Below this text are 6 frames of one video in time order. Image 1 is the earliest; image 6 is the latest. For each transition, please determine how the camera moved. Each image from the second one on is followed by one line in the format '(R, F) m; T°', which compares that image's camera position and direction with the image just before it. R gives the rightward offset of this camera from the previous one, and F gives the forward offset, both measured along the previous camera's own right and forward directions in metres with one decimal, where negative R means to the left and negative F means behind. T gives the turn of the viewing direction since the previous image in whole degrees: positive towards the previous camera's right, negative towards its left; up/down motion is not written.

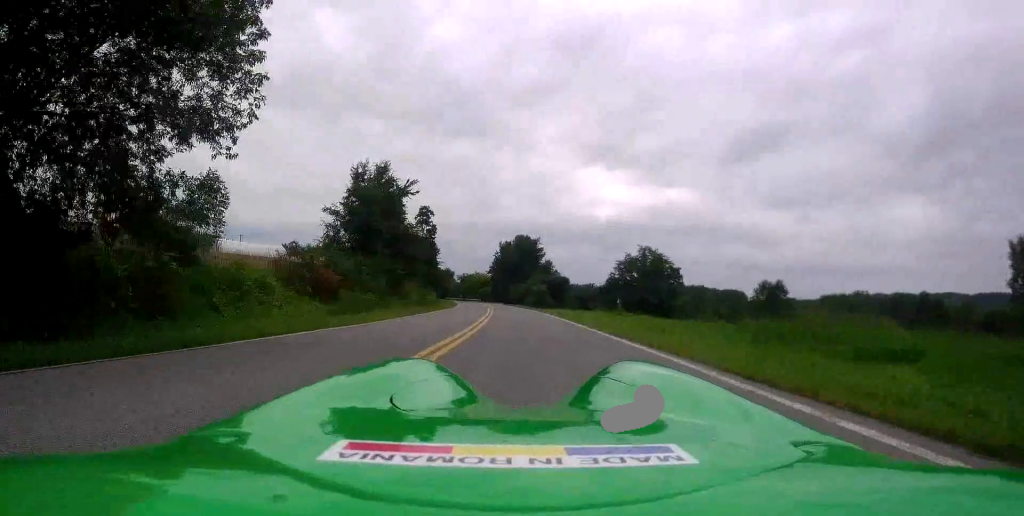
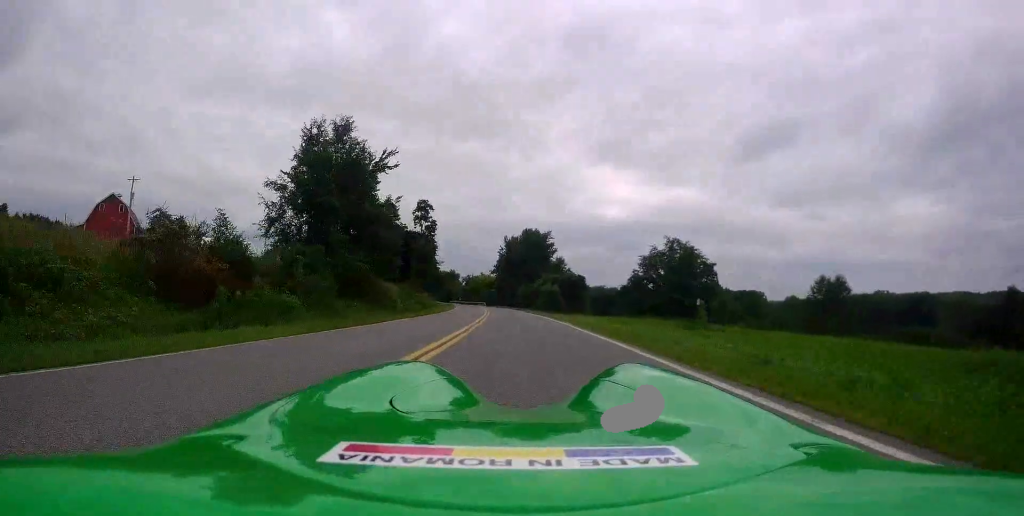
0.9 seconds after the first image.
(+0.2, +12.5) m; -1°
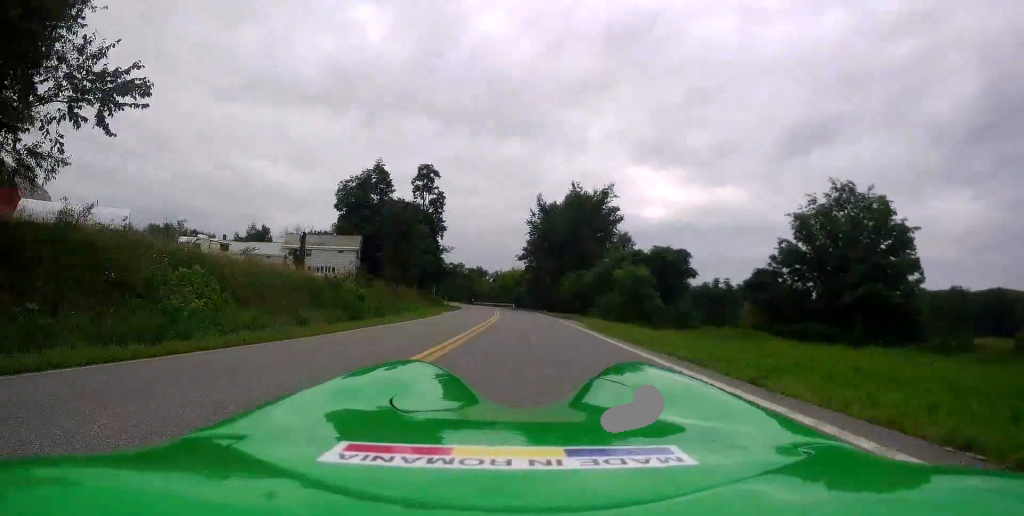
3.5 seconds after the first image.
(-2.4, +34.4) m; -5°
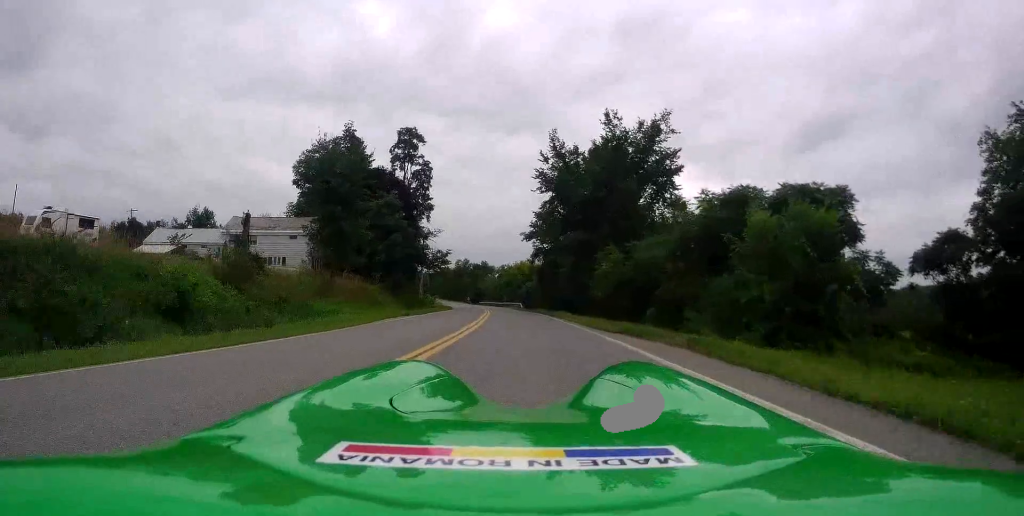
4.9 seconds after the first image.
(+0.4, +19.7) m; 0°
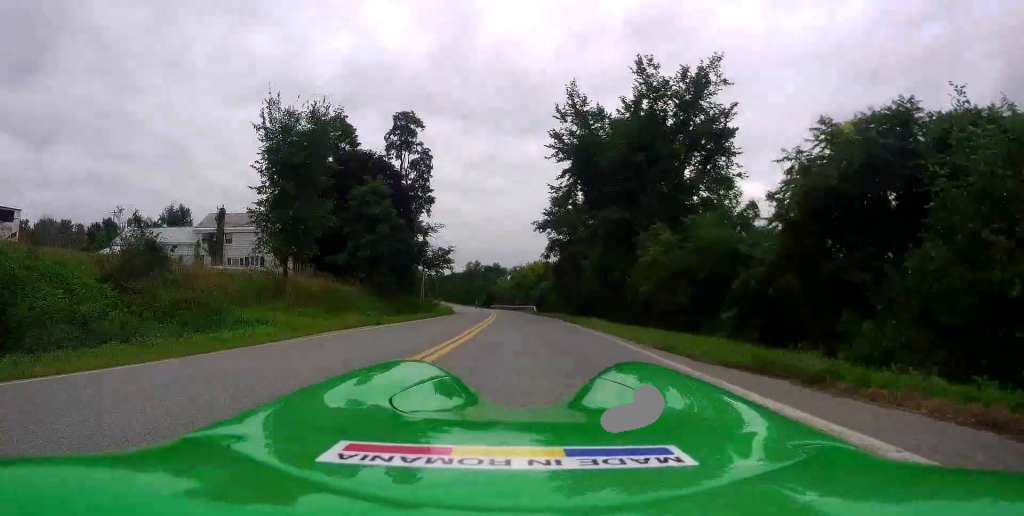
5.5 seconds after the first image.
(0.0, +7.9) m; -1°
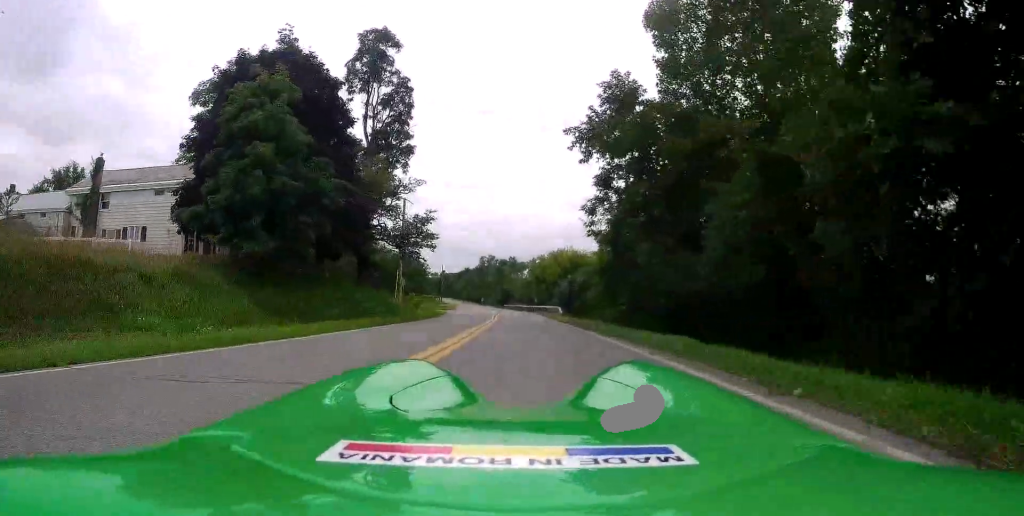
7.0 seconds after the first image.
(-0.7, +20.9) m; -2°
